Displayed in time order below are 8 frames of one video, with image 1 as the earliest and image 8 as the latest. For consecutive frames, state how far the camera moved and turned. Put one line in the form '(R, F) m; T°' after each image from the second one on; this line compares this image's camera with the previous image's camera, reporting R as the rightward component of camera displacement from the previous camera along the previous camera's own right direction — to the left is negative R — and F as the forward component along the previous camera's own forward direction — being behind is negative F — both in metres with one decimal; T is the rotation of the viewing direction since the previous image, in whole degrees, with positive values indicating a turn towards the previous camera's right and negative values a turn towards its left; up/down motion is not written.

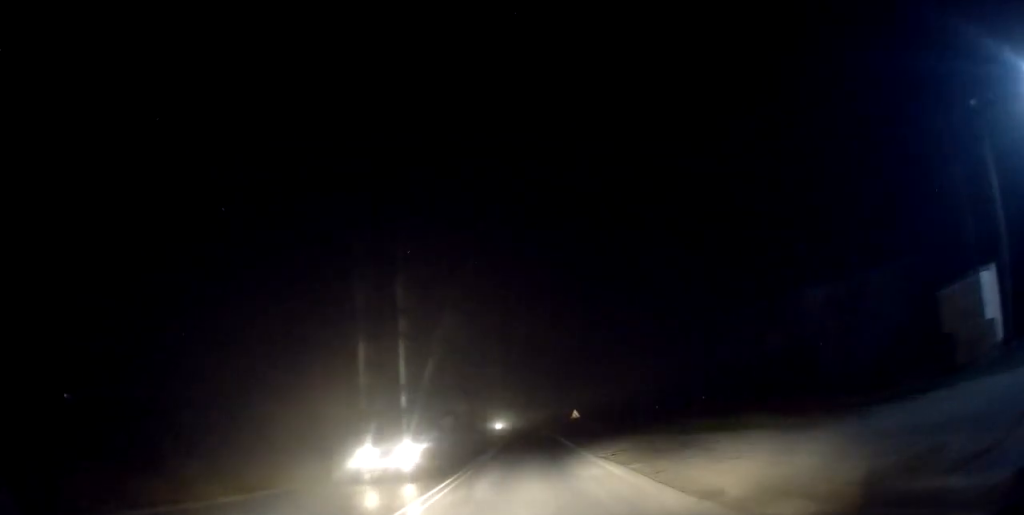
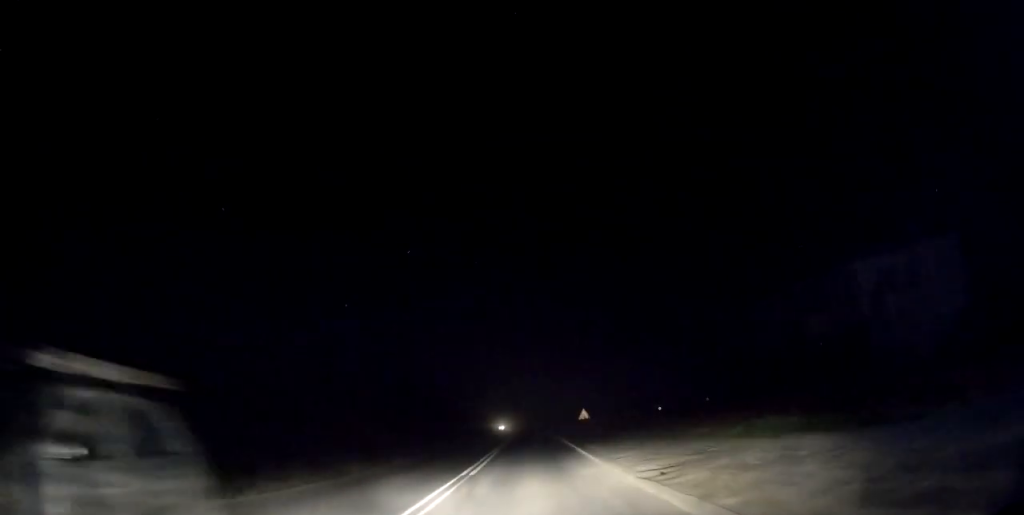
(0.0, +6.6) m; -1°
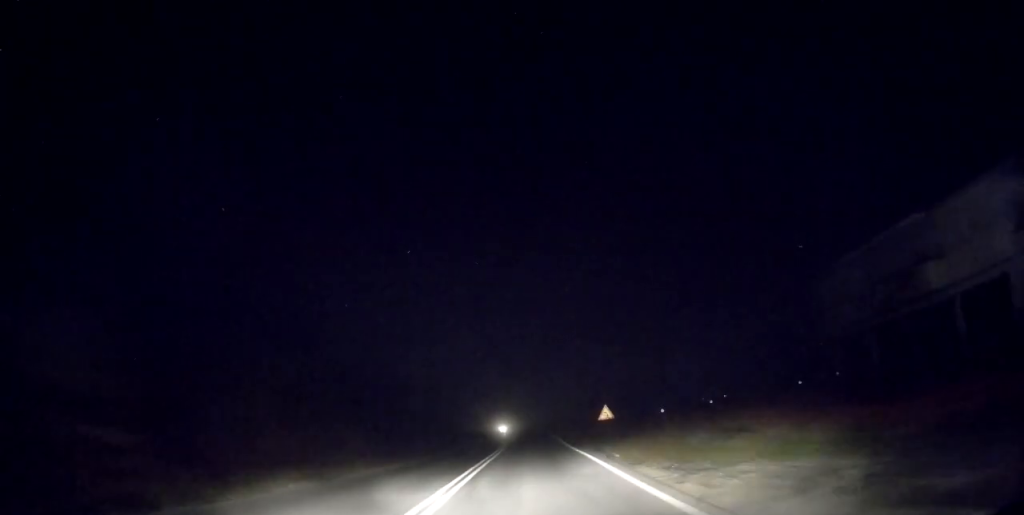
(-0.2, +12.0) m; -1°
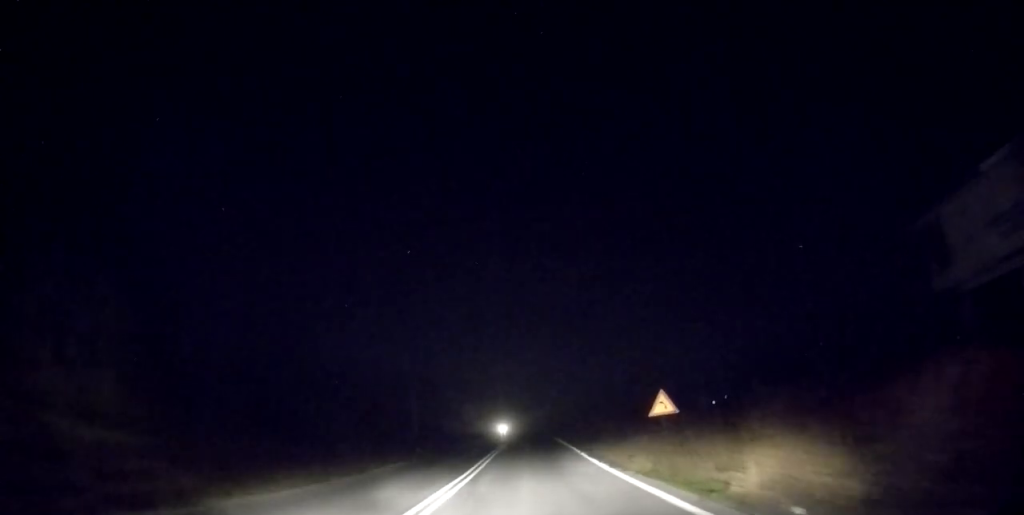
(-0.1, +12.9) m; +1°
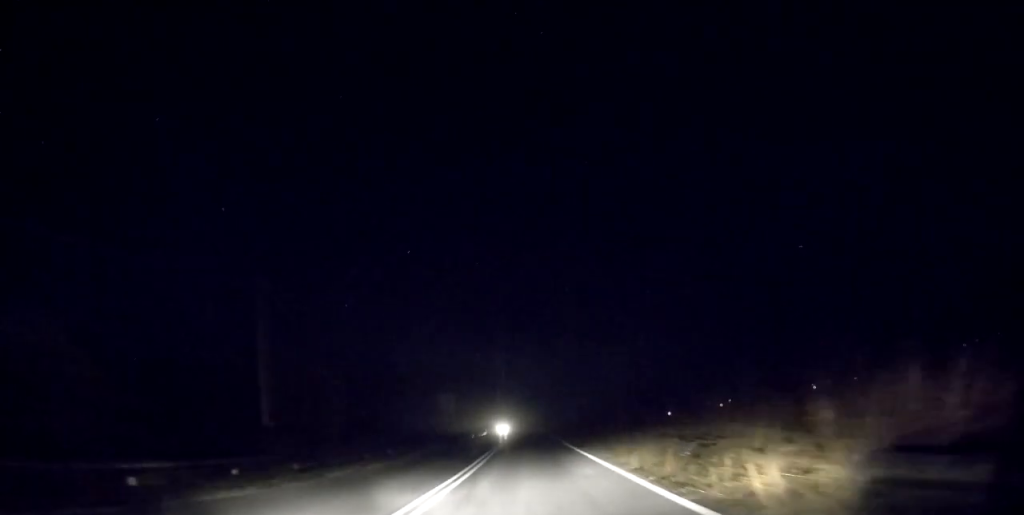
(+0.3, +21.9) m; +1°
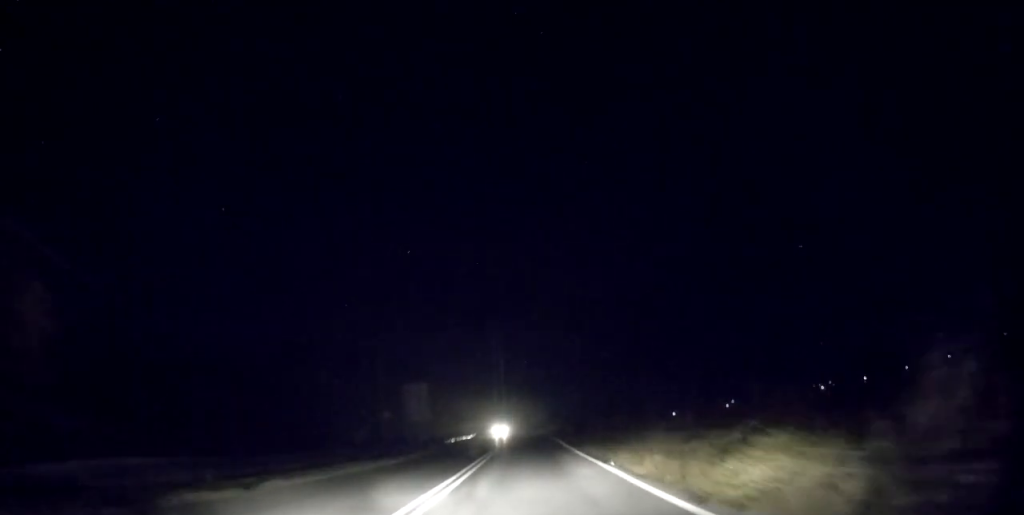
(+0.2, +17.0) m; +1°
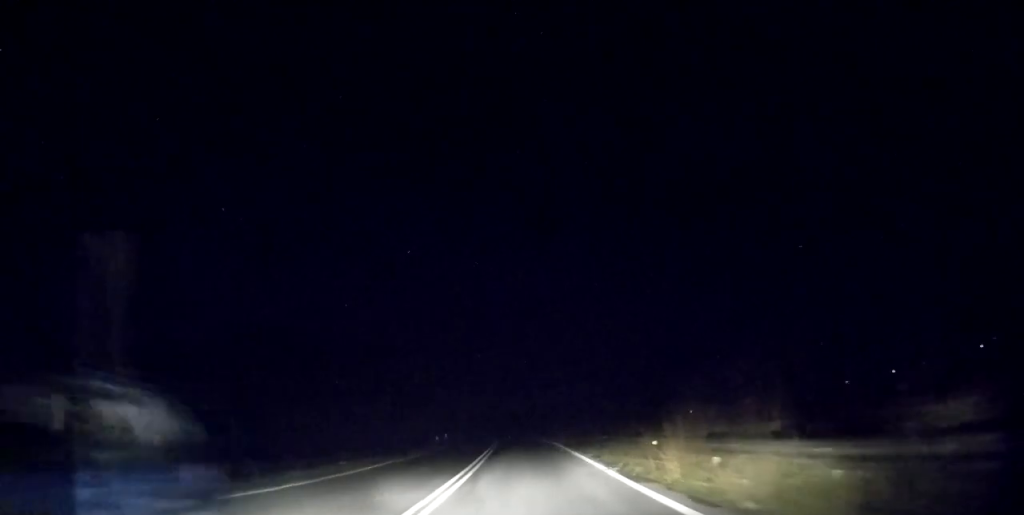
(-0.6, +36.8) m; -3°
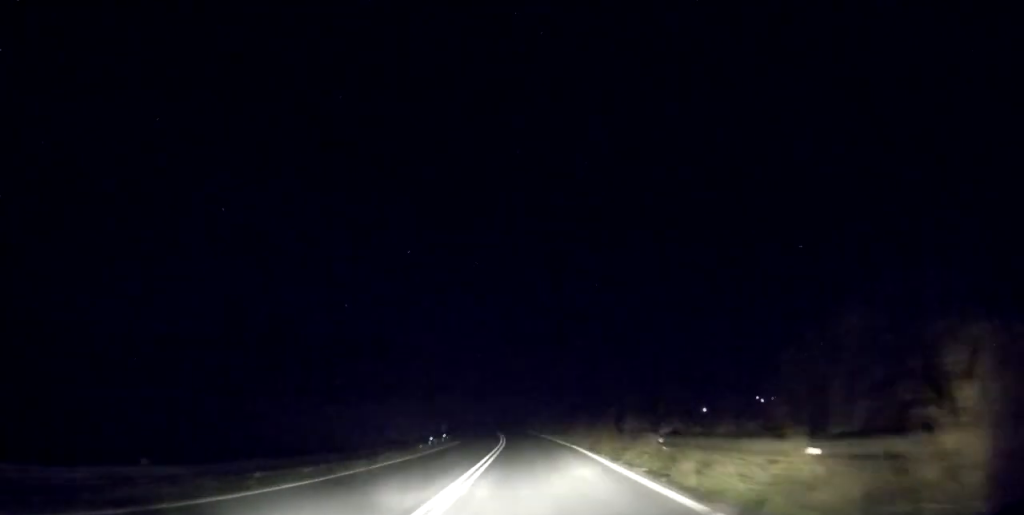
(0.0, +7.4) m; 0°
